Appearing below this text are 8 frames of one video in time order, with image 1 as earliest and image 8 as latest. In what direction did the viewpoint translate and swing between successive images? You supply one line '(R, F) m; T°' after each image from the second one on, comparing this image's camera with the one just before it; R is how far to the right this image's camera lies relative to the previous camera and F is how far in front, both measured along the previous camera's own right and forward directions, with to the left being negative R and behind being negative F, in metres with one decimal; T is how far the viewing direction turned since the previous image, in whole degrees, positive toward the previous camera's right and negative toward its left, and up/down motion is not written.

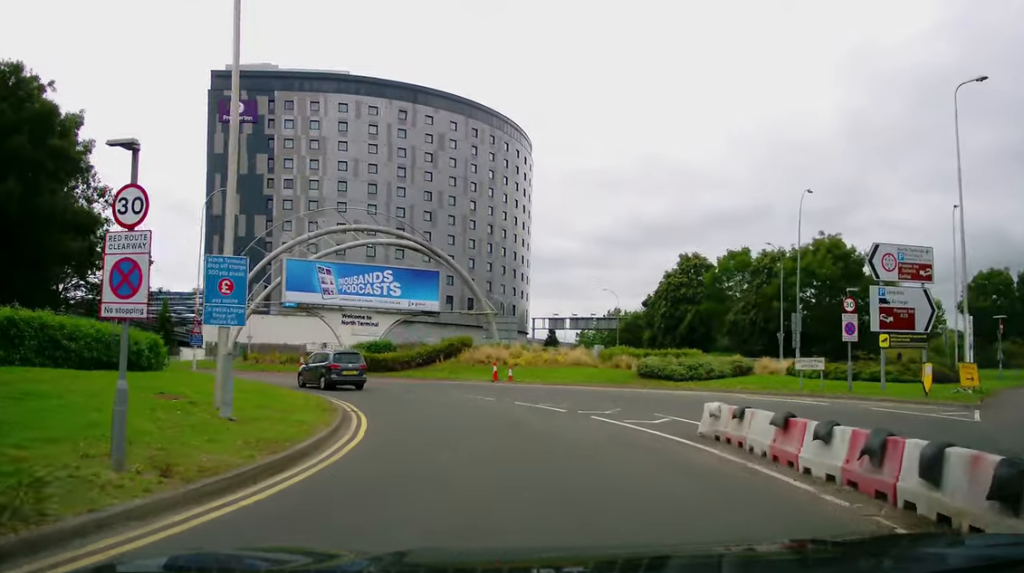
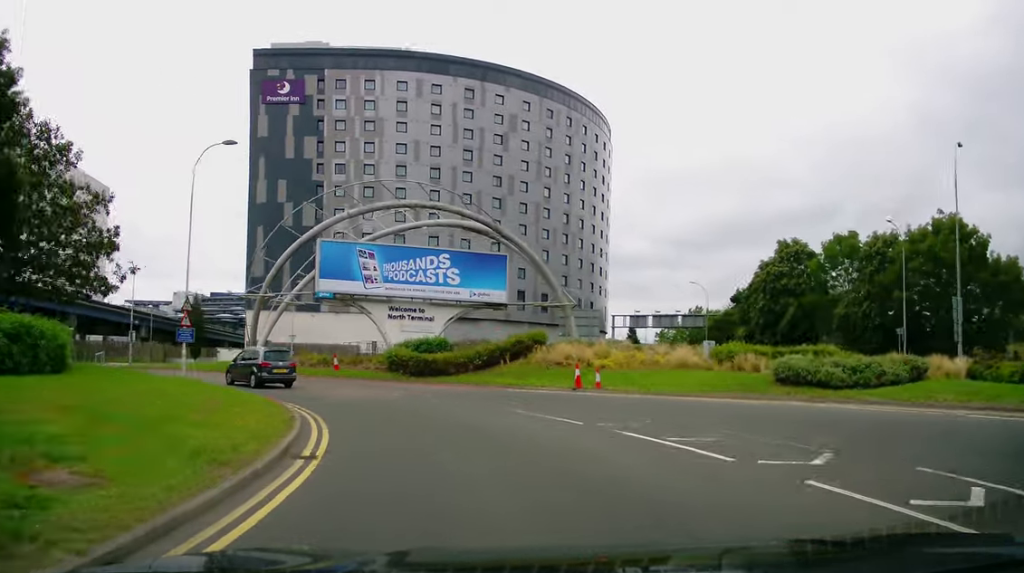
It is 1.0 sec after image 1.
(-0.4, +8.6) m; -6°
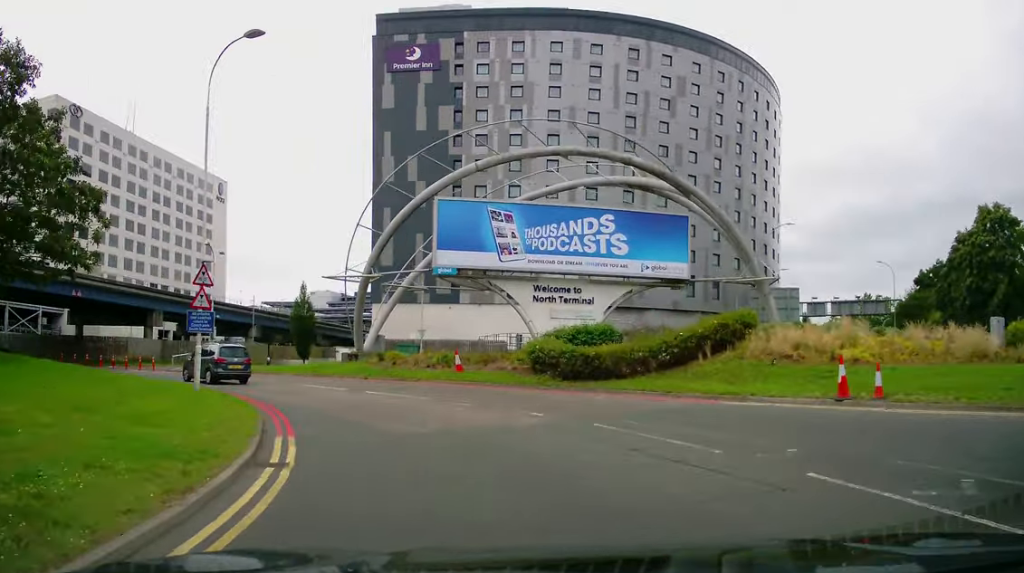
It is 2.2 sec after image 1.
(-0.6, +10.6) m; -12°
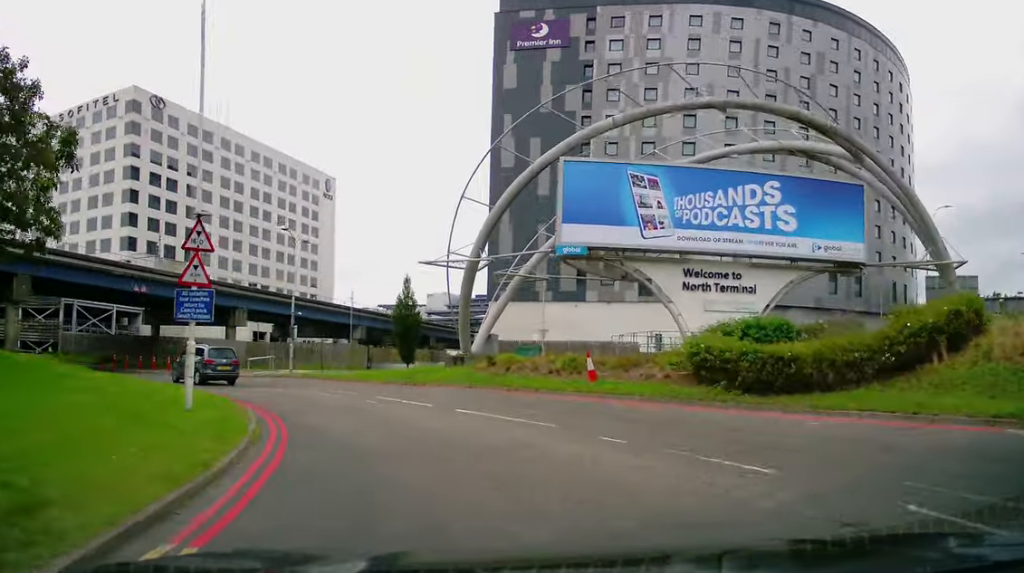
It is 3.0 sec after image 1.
(-1.0, +6.6) m; -14°
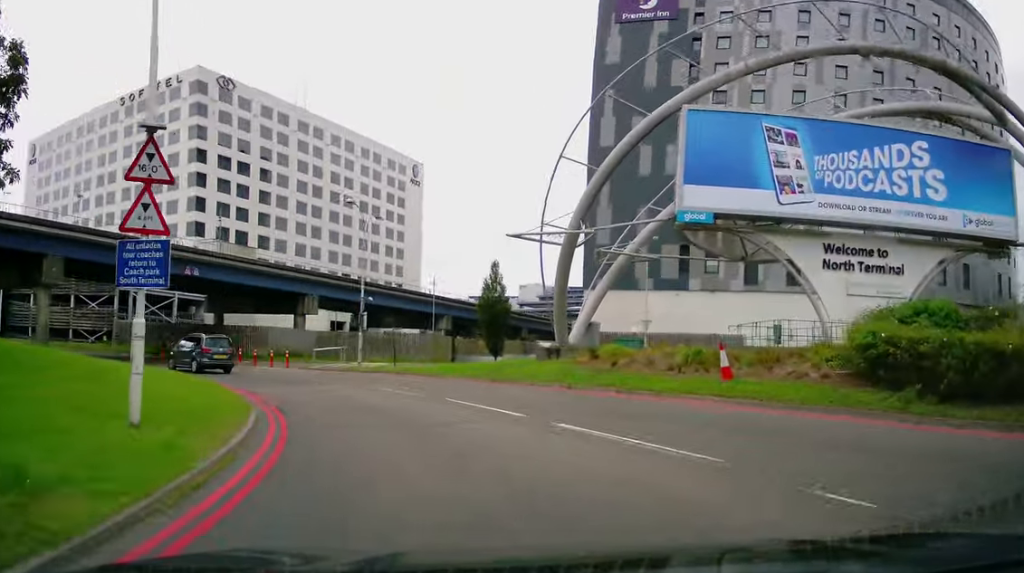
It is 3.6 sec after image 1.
(-0.4, +4.7) m; -9°
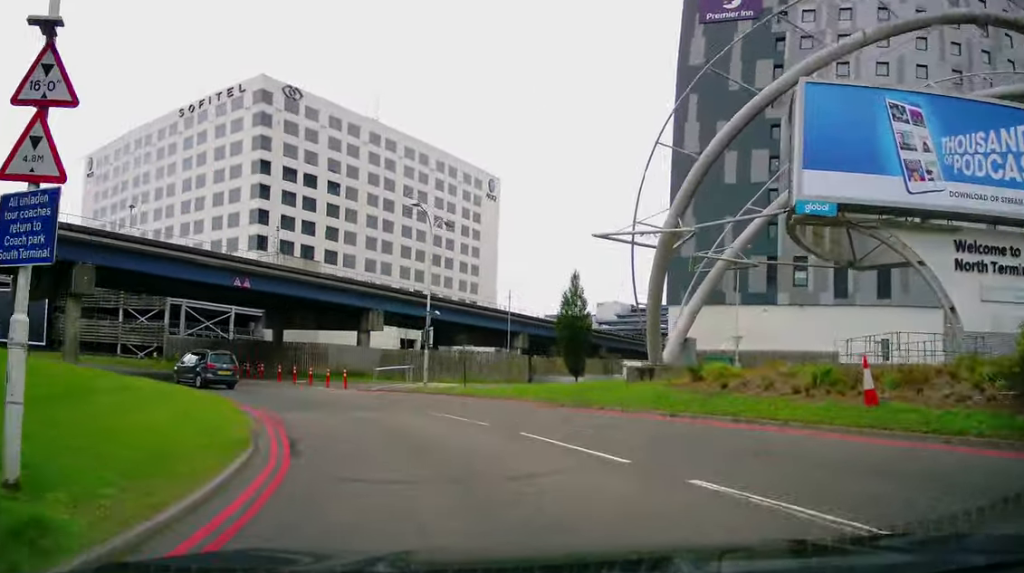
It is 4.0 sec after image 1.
(-0.3, +3.6) m; -5°
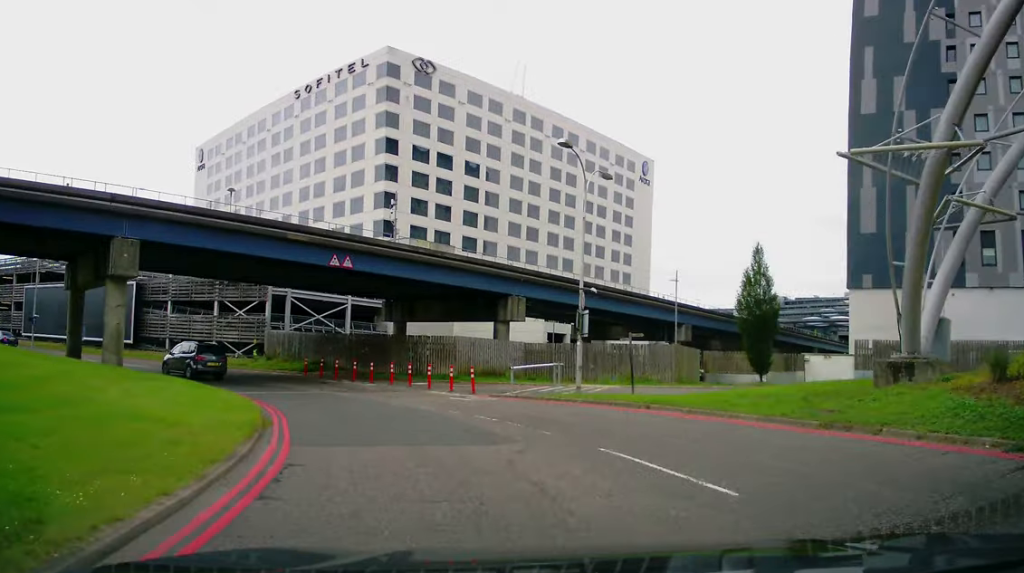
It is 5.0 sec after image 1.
(-0.8, +7.9) m; -12°
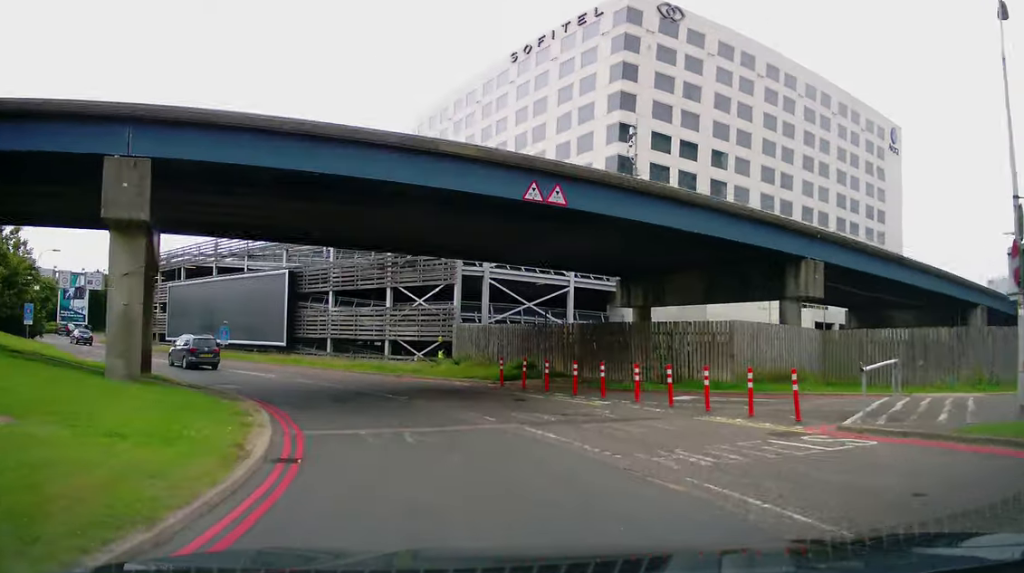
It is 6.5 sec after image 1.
(-2.2, +12.2) m; -20°
